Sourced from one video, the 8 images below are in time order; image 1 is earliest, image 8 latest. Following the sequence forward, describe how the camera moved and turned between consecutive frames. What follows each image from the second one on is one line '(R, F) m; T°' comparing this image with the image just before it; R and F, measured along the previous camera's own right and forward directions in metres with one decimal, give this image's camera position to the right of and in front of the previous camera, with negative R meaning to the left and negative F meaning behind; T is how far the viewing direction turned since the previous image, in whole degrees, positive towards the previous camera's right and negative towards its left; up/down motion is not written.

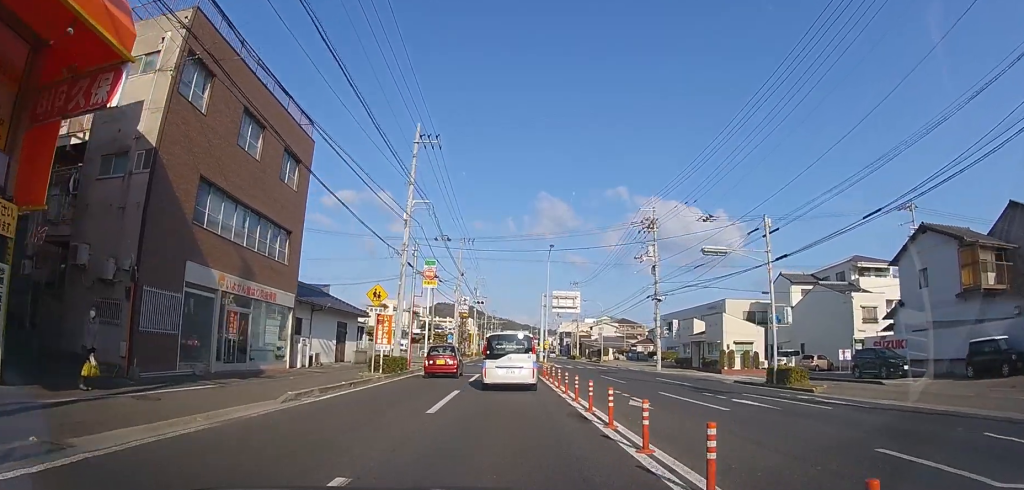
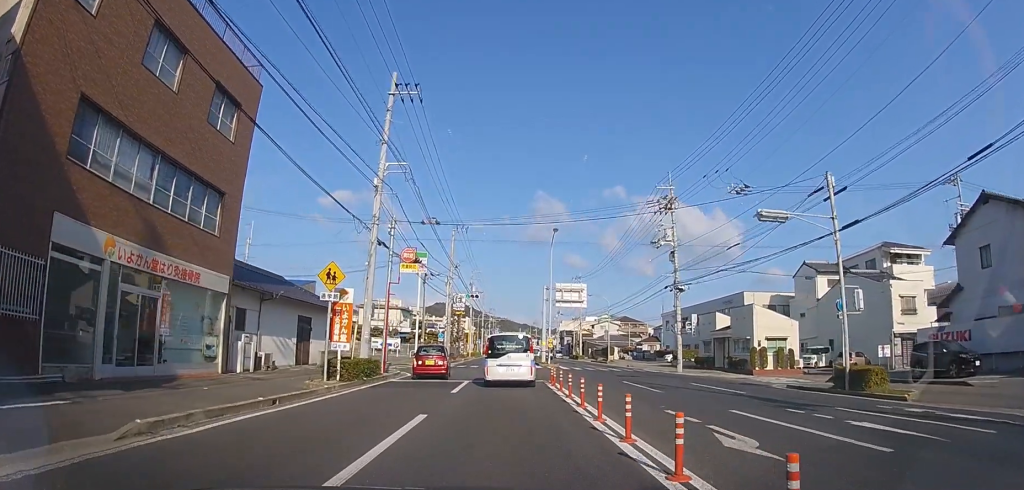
(+0.1, +5.2) m; +1°
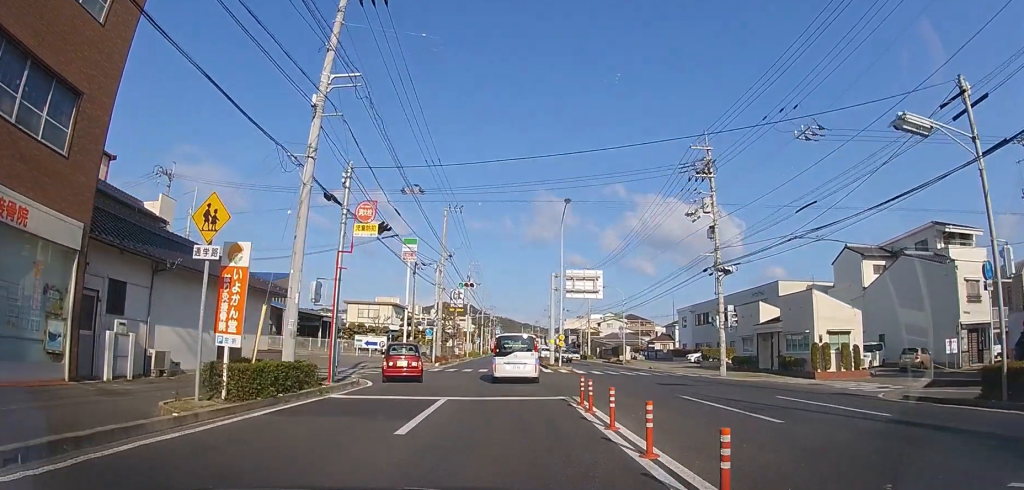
(0.0, +7.3) m; 0°
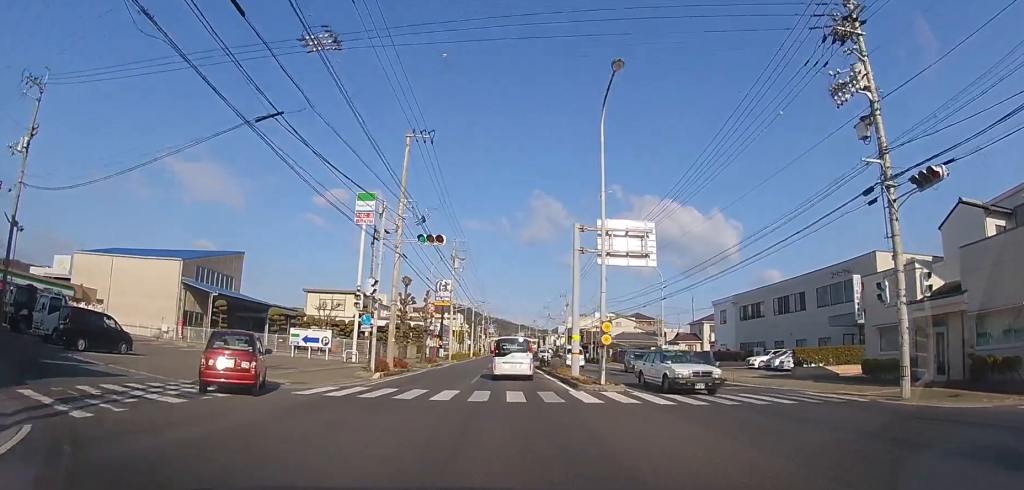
(-0.2, +15.5) m; -1°
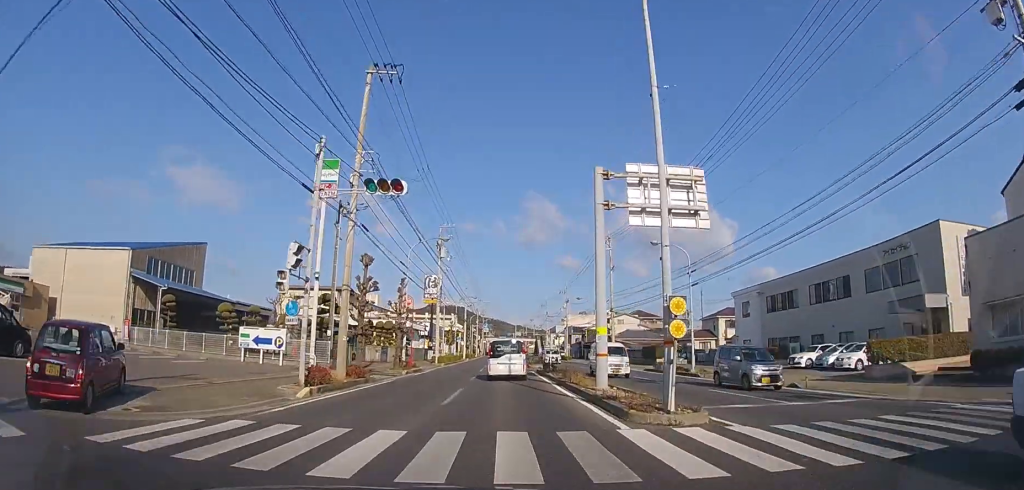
(+0.1, +7.1) m; 0°
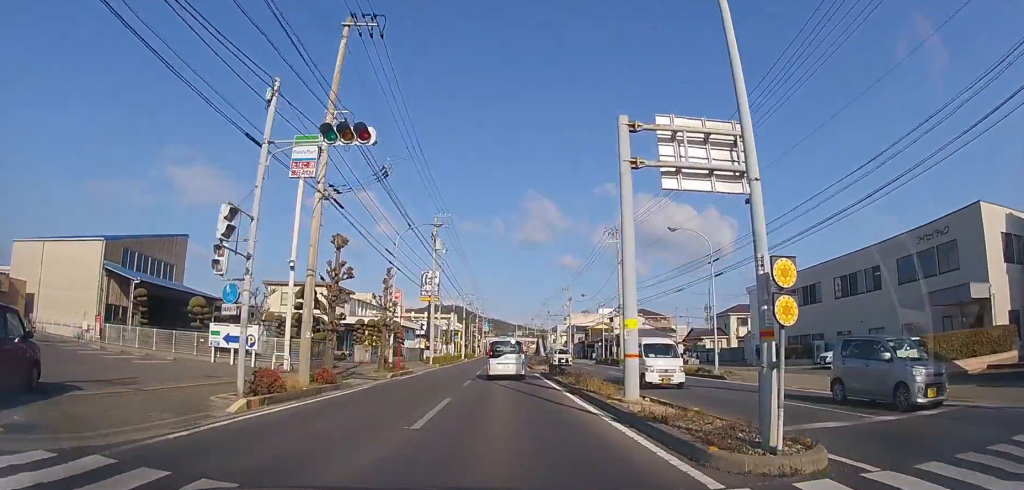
(0.0, +3.9) m; 0°
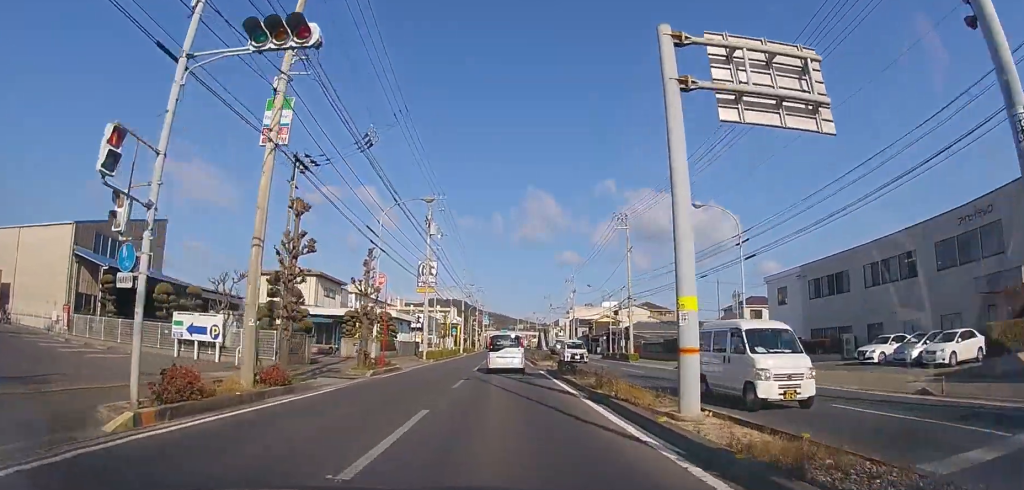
(0.0, +3.7) m; 0°
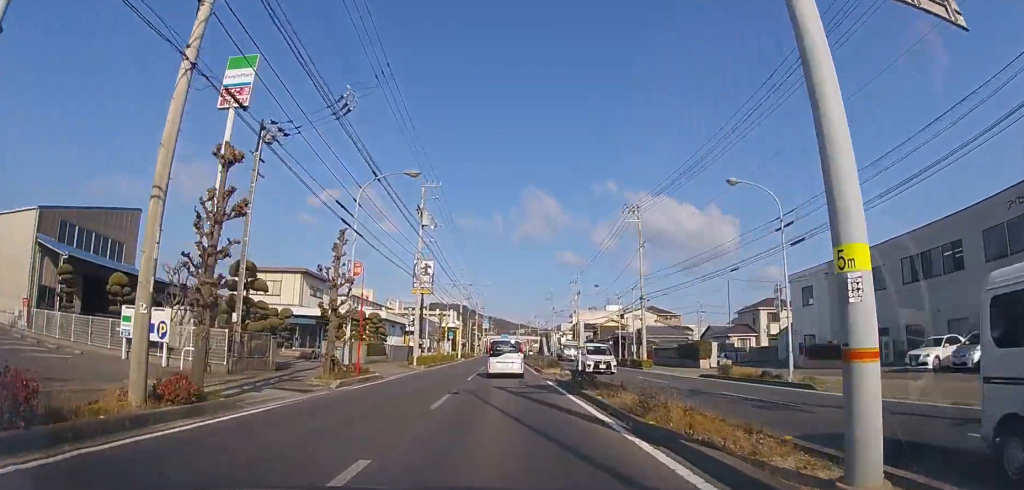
(0.0, +4.0) m; 0°
